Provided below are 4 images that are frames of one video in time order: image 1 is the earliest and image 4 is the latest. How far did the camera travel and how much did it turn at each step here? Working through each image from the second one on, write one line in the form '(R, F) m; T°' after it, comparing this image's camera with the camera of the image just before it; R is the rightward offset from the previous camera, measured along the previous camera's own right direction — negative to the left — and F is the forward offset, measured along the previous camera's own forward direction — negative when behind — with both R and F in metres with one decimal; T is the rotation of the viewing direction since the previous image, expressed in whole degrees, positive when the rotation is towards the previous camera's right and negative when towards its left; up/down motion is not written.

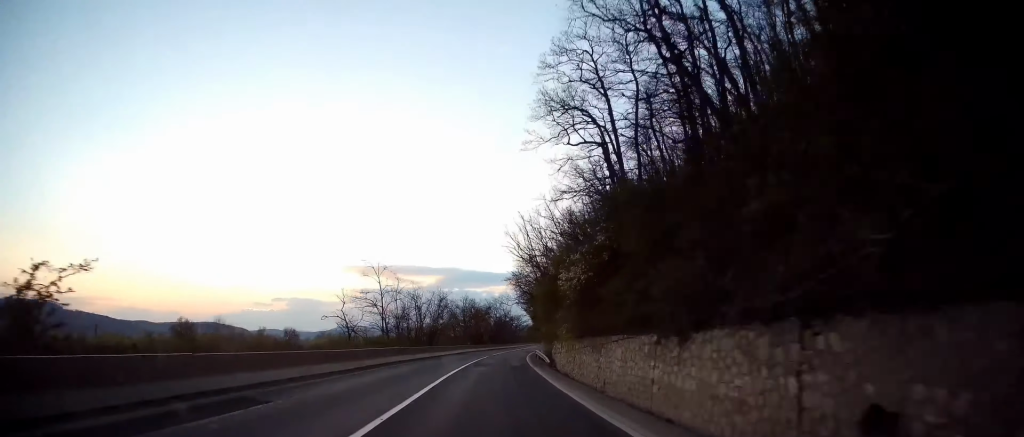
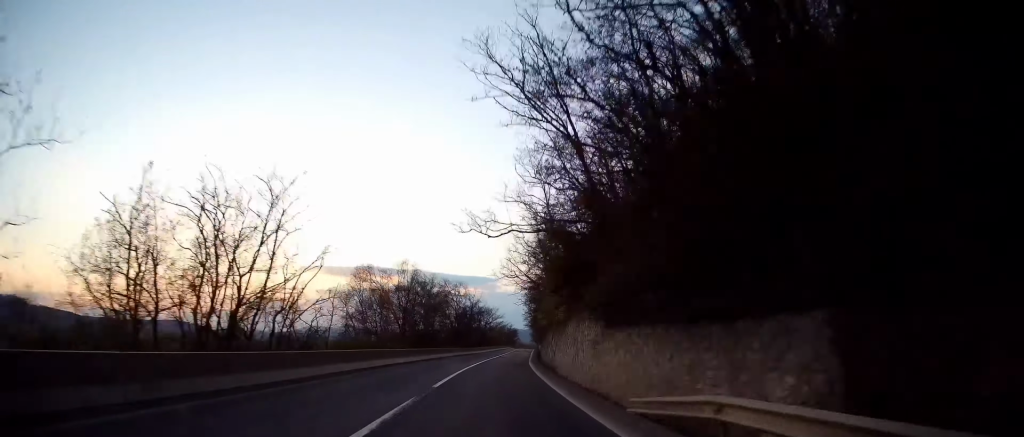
(+0.8, +38.5) m; +3°
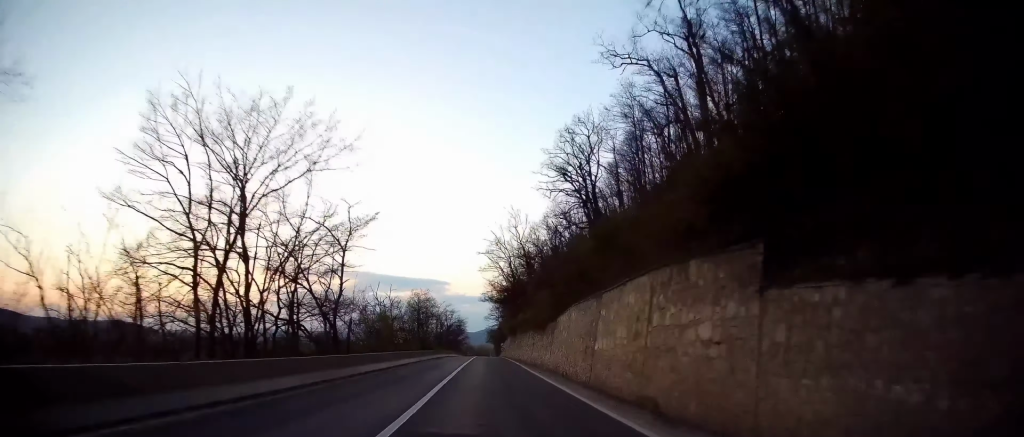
(+7.0, +93.5) m; +7°
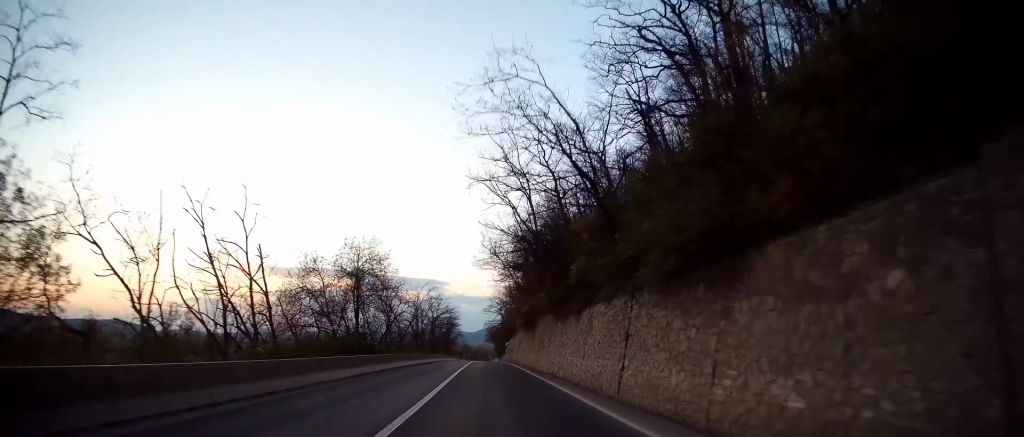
(+0.1, +29.3) m; +1°
